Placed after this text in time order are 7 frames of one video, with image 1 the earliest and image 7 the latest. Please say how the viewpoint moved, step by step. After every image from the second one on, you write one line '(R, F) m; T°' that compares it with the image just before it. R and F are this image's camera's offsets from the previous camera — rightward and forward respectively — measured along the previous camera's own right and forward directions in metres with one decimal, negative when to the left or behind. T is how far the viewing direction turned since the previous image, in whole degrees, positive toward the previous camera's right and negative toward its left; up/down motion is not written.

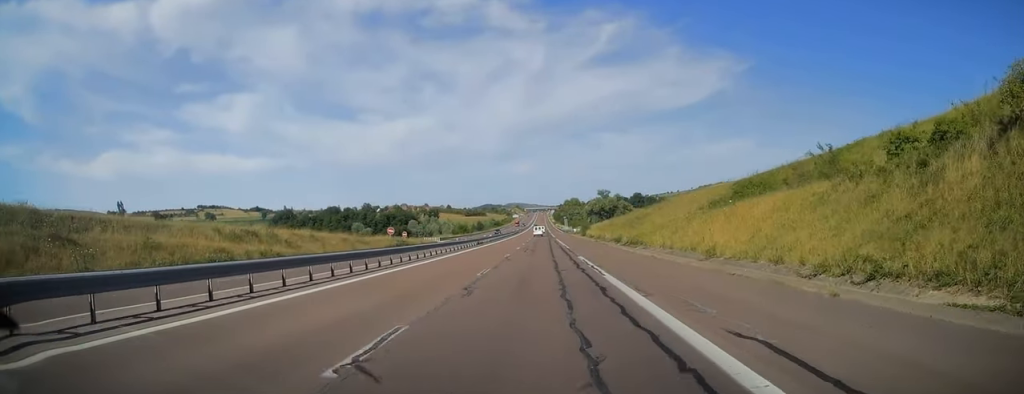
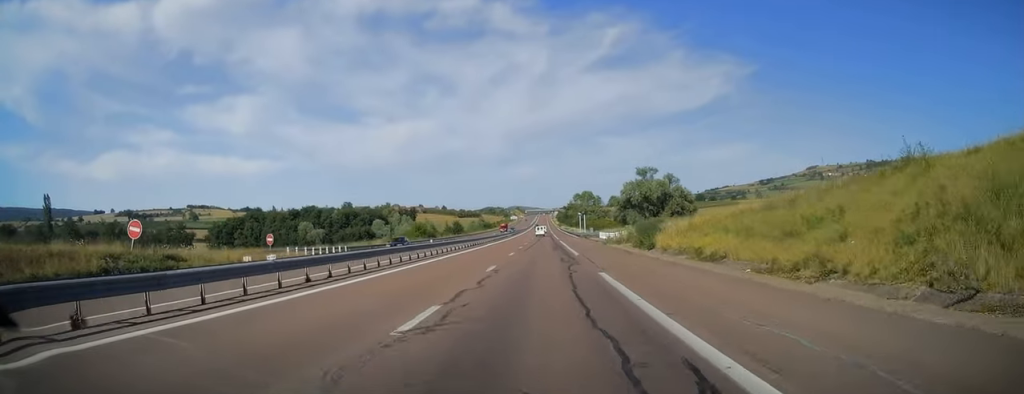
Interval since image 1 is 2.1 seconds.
(-0.6, +62.5) m; -1°
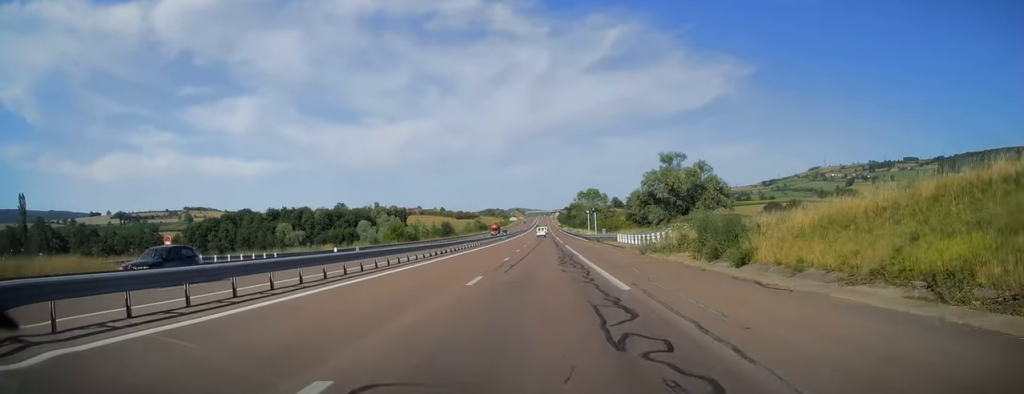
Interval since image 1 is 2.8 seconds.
(0.0, +18.6) m; 0°
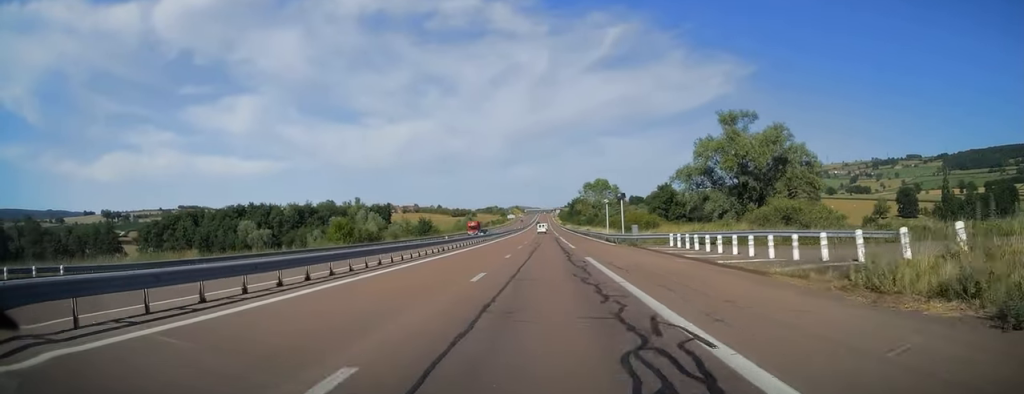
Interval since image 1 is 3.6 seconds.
(0.0, +25.5) m; 0°
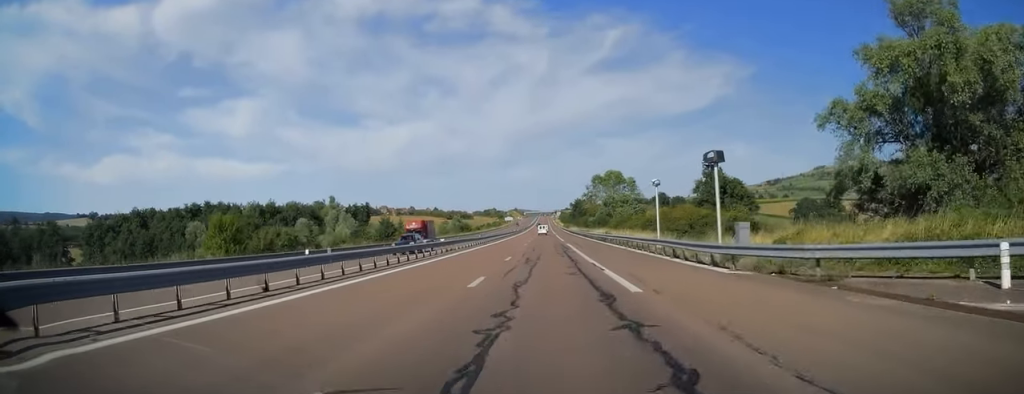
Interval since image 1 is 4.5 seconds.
(0.0, +26.9) m; 0°
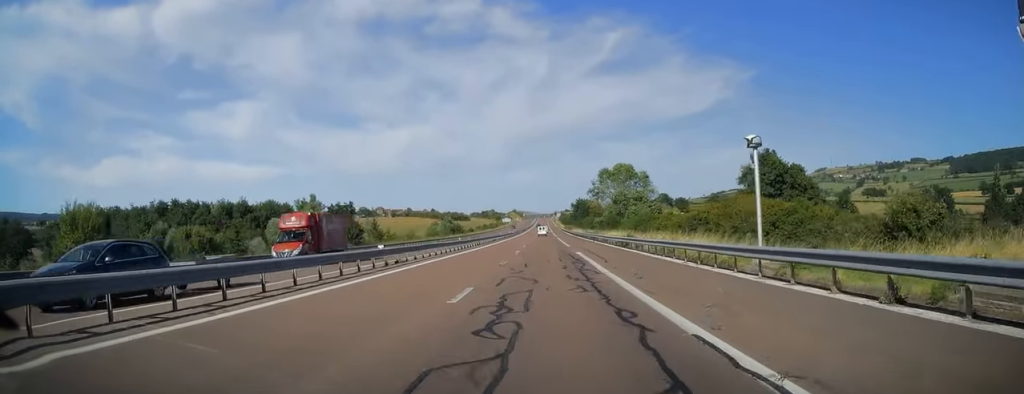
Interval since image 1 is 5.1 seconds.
(0.0, +16.2) m; 0°
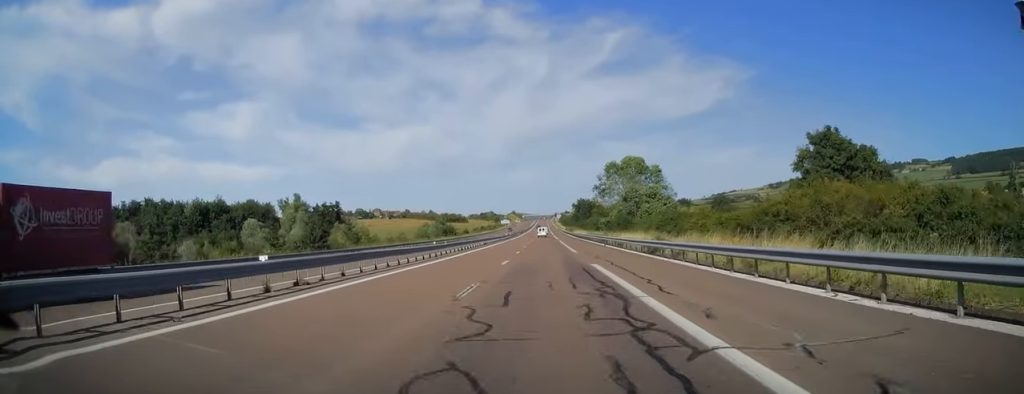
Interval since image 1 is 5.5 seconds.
(-0.1, +11.7) m; 0°
